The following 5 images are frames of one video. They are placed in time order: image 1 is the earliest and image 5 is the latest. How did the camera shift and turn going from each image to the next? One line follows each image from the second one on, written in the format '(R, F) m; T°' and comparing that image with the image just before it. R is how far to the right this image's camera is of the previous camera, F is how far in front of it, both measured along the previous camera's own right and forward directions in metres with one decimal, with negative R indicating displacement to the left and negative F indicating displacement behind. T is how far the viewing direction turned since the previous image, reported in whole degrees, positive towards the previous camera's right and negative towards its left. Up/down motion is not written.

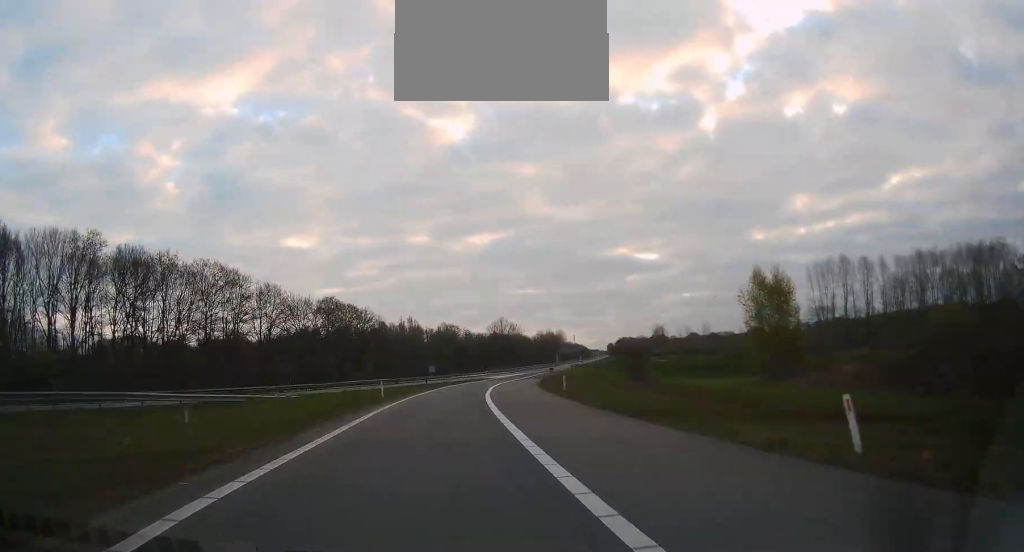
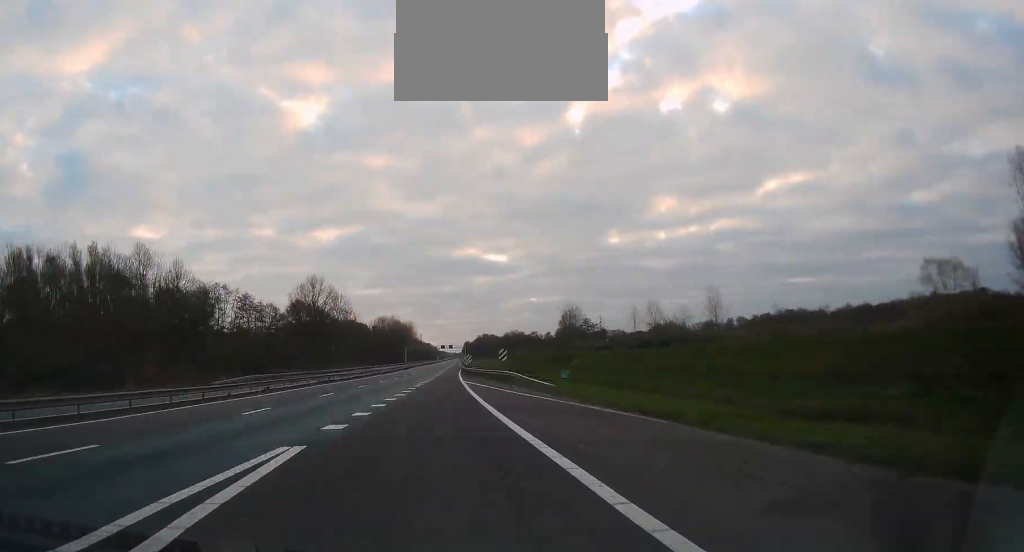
(+26.0, +153.8) m; +14°
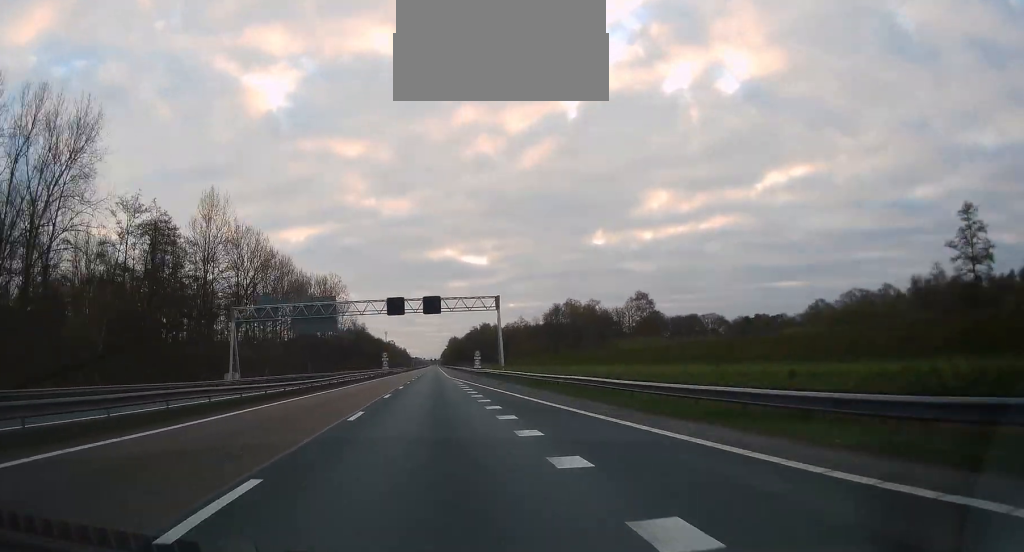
(+14.8, +274.6) m; +4°
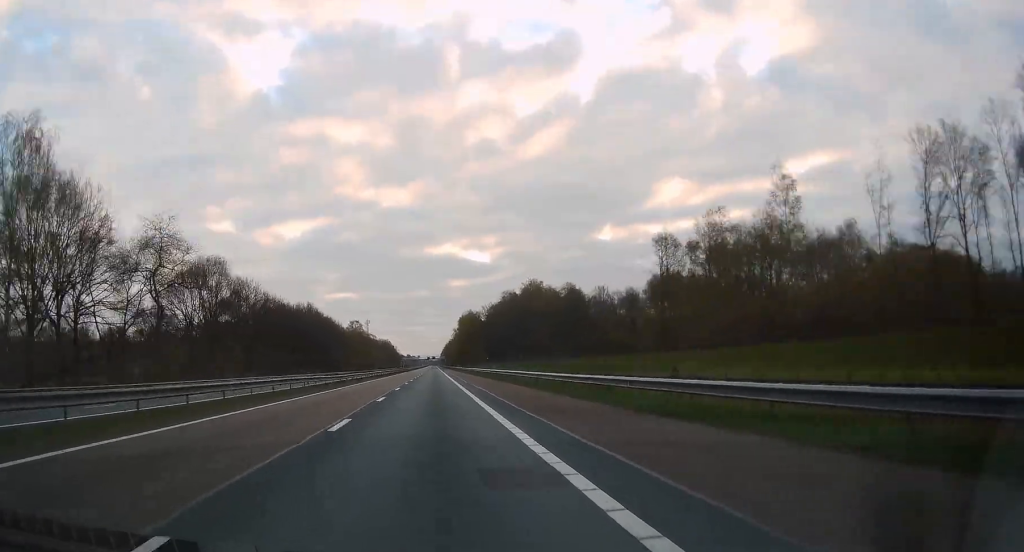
(+1.2, +191.7) m; 0°
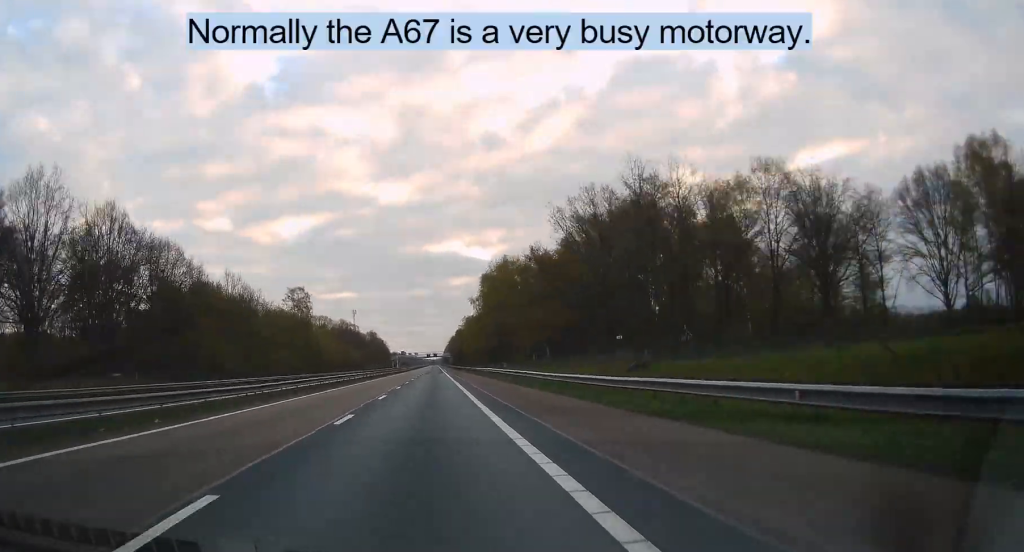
(-0.2, +104.6) m; 0°
